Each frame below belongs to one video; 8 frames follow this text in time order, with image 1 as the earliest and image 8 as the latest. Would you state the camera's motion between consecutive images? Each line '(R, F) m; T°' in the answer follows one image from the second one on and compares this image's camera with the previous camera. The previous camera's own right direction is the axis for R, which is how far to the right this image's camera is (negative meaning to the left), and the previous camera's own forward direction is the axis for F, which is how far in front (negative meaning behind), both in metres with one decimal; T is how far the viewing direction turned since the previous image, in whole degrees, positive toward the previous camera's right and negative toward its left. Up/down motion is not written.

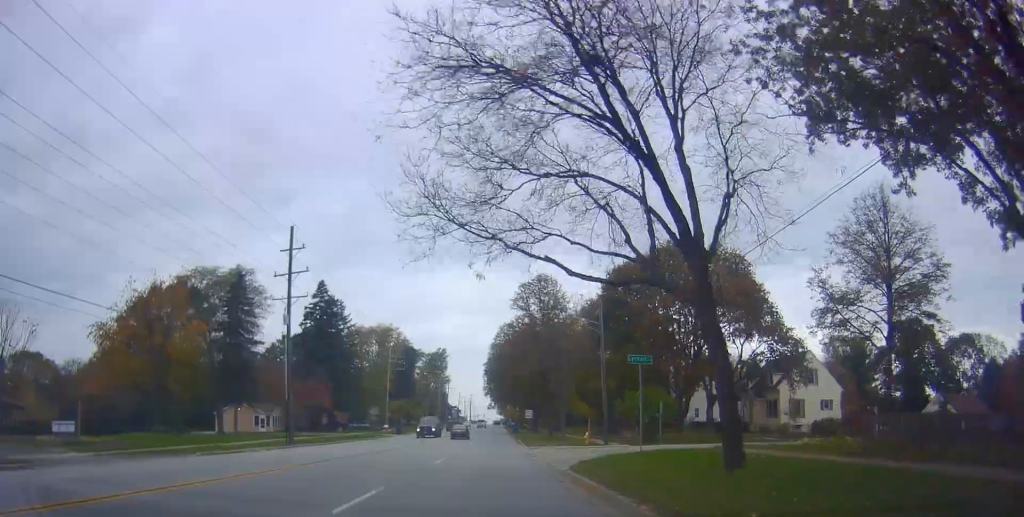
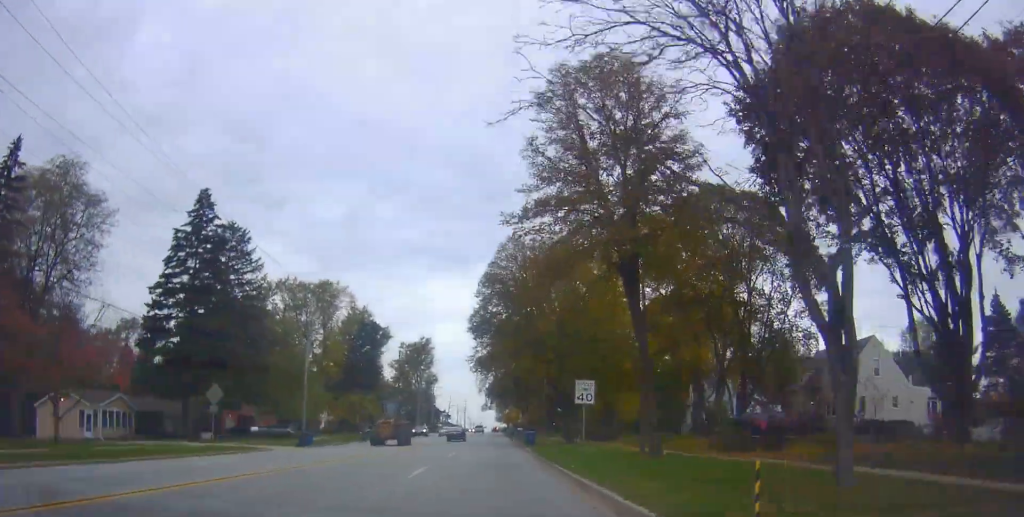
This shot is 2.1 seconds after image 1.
(+0.9, +42.1) m; +2°
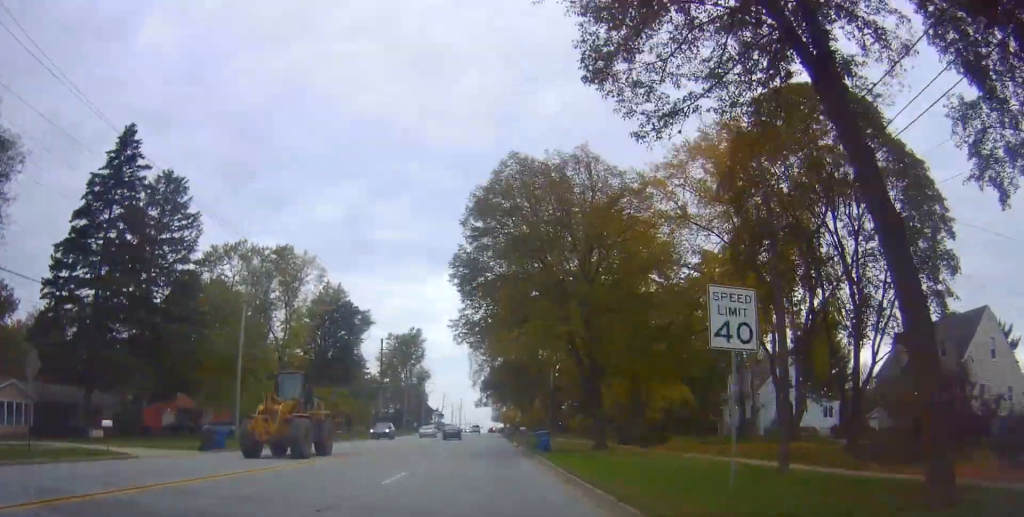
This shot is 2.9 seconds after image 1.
(0.0, +15.1) m; -1°
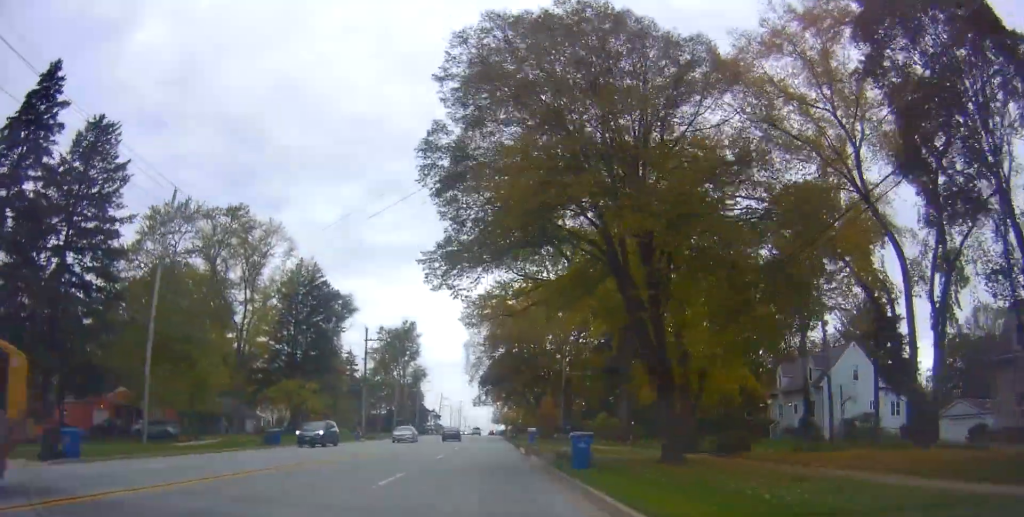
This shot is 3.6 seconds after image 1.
(-0.1, +12.8) m; -1°
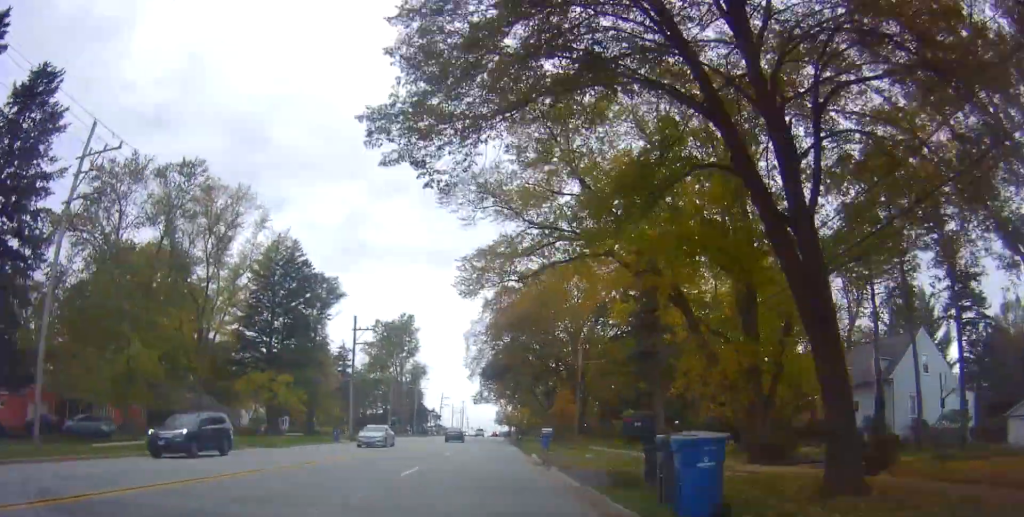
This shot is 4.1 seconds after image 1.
(-0.3, +9.8) m; 0°
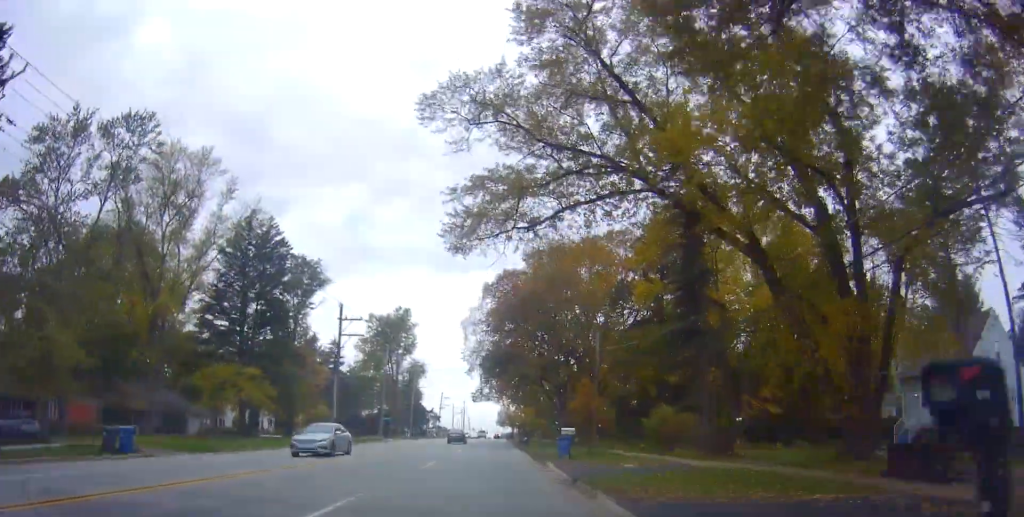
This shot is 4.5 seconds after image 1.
(0.0, +8.5) m; 0°
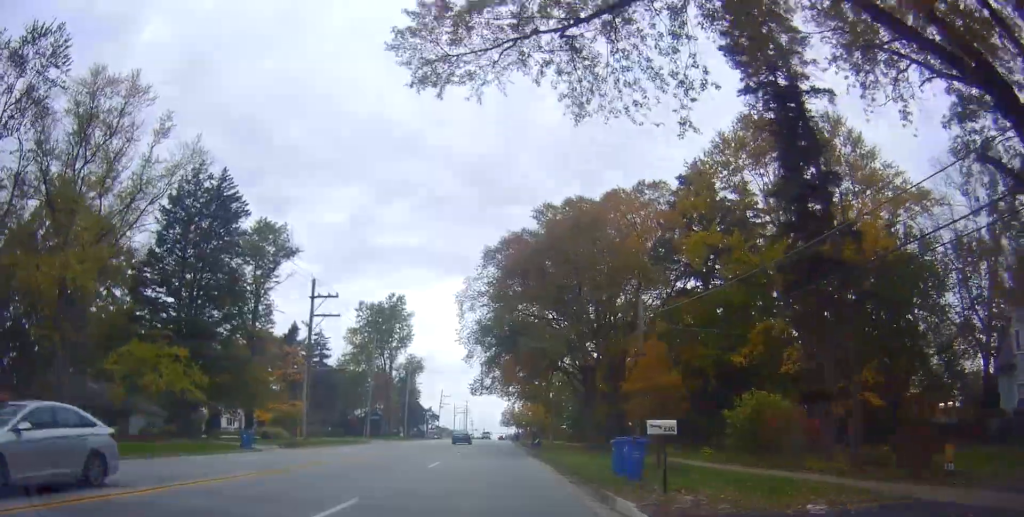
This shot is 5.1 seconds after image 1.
(+0.3, +12.7) m; 0°
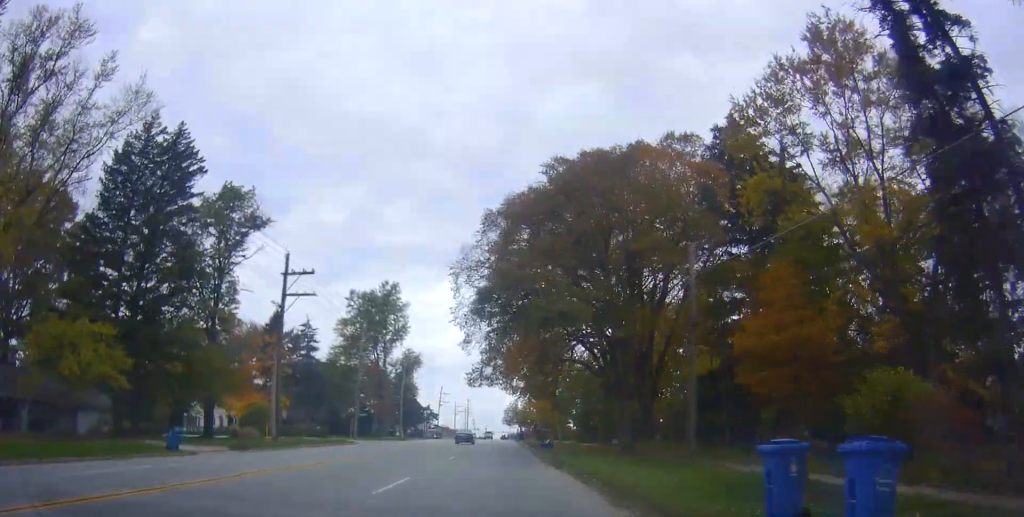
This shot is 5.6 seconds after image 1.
(-0.1, +8.7) m; 0°
